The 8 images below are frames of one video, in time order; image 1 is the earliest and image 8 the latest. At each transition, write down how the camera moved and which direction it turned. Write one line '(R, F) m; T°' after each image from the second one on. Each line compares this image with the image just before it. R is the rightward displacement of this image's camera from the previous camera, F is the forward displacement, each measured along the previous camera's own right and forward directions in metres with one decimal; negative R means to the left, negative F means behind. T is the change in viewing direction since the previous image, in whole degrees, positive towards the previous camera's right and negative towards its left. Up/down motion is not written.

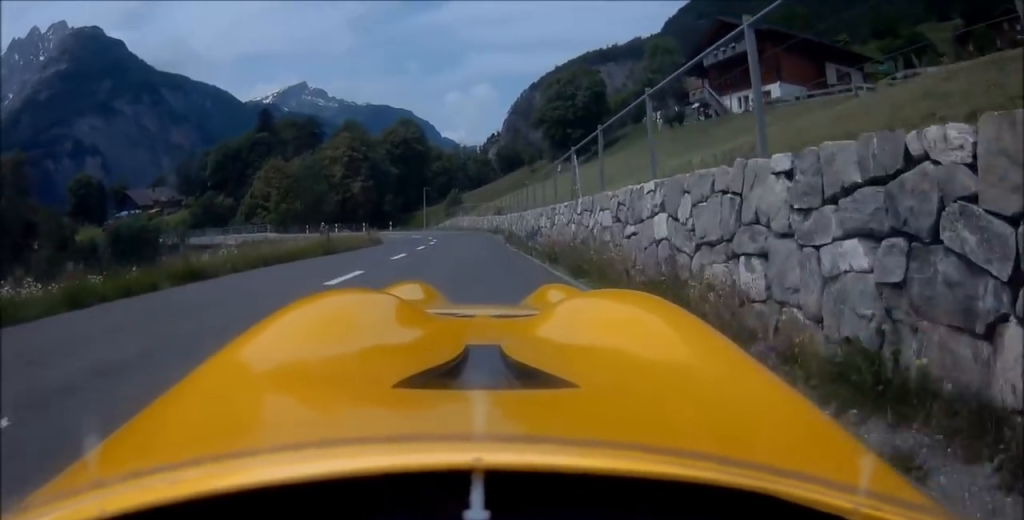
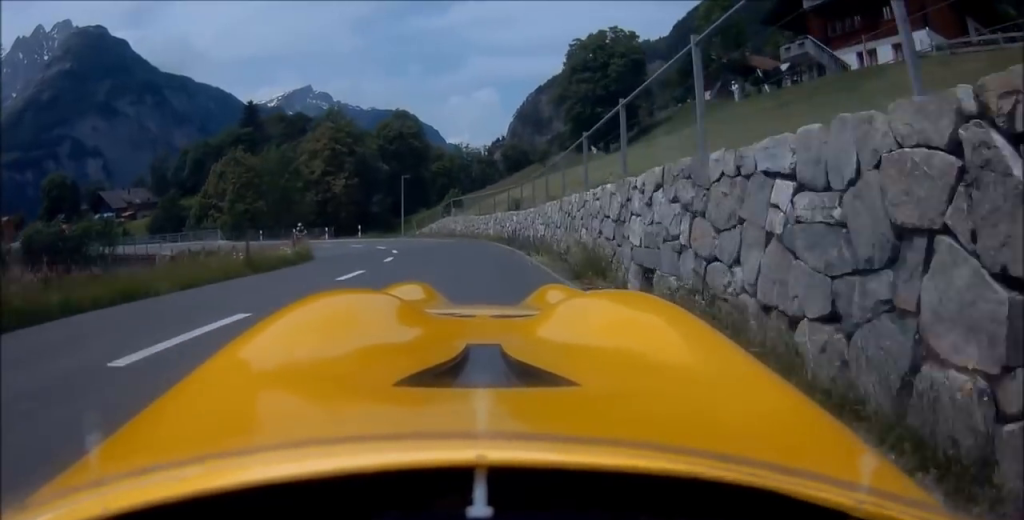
(-0.3, +16.1) m; -5°
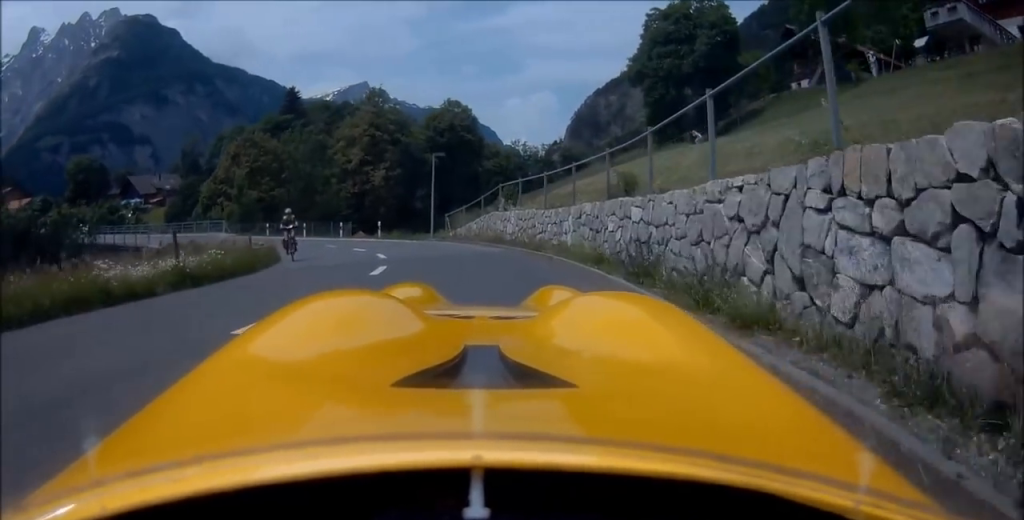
(-0.4, +10.8) m; -6°
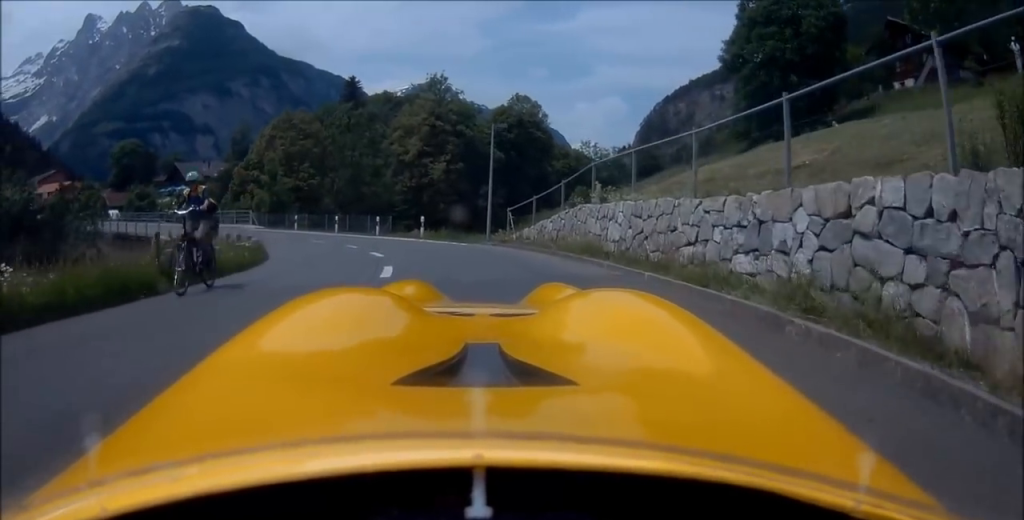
(-0.3, +7.6) m; -5°
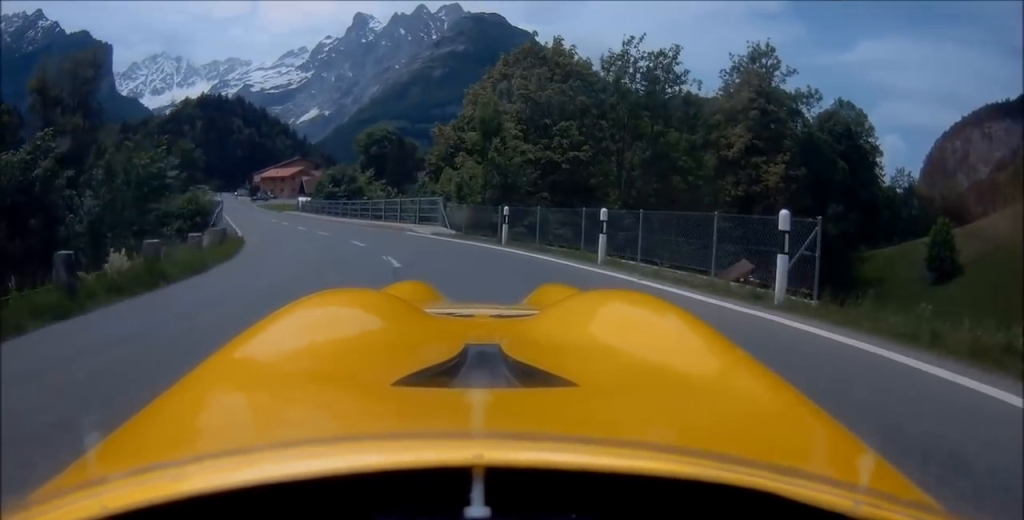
(-5.0, +22.7) m; -27°
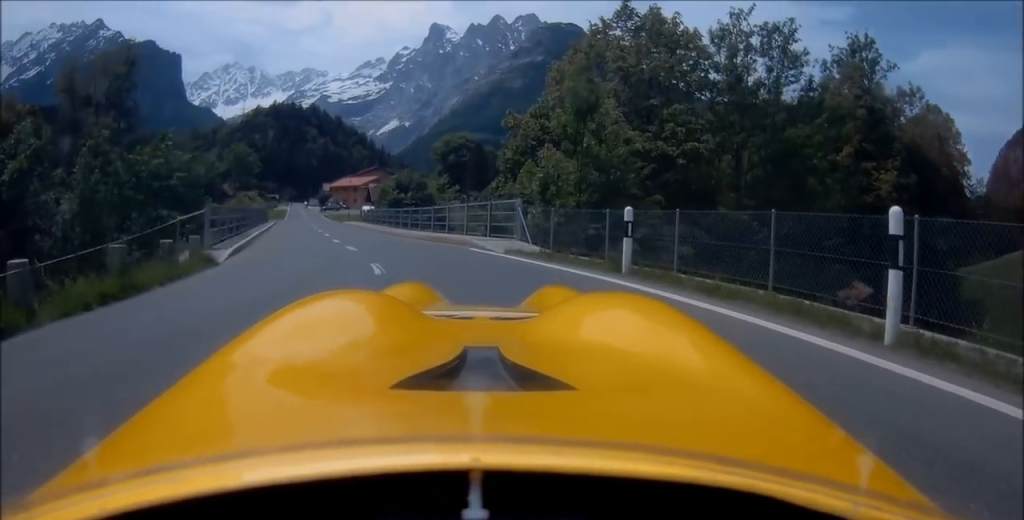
(-0.4, +6.2) m; -7°
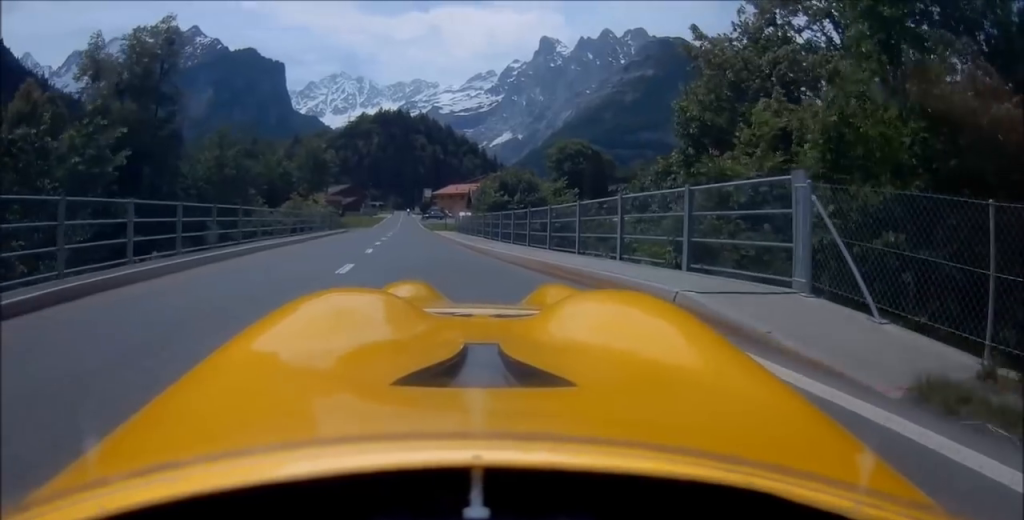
(-0.6, +11.2) m; -6°
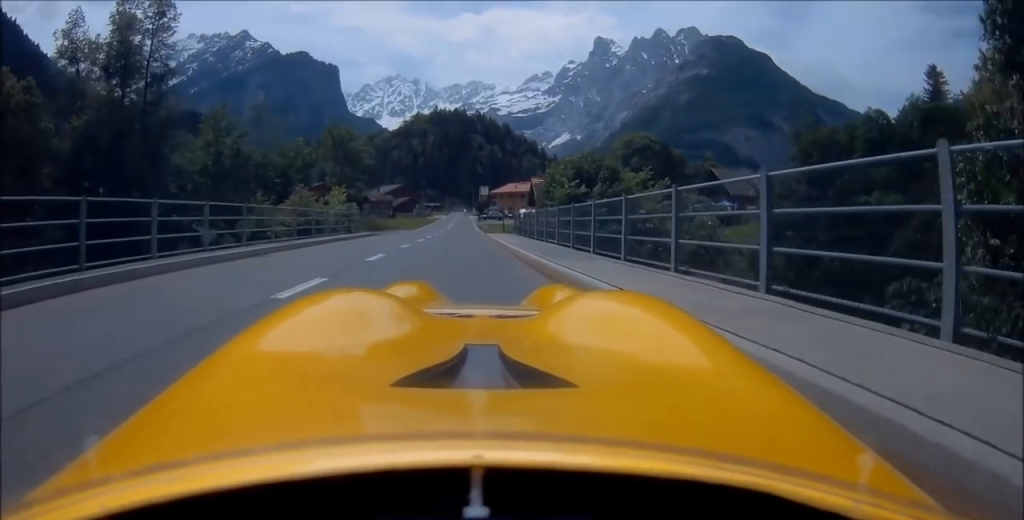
(-0.6, +9.6) m; -5°
